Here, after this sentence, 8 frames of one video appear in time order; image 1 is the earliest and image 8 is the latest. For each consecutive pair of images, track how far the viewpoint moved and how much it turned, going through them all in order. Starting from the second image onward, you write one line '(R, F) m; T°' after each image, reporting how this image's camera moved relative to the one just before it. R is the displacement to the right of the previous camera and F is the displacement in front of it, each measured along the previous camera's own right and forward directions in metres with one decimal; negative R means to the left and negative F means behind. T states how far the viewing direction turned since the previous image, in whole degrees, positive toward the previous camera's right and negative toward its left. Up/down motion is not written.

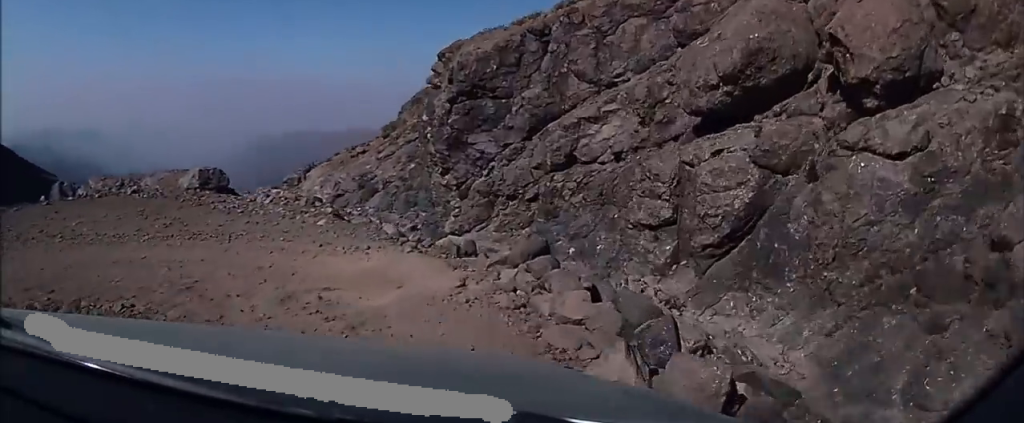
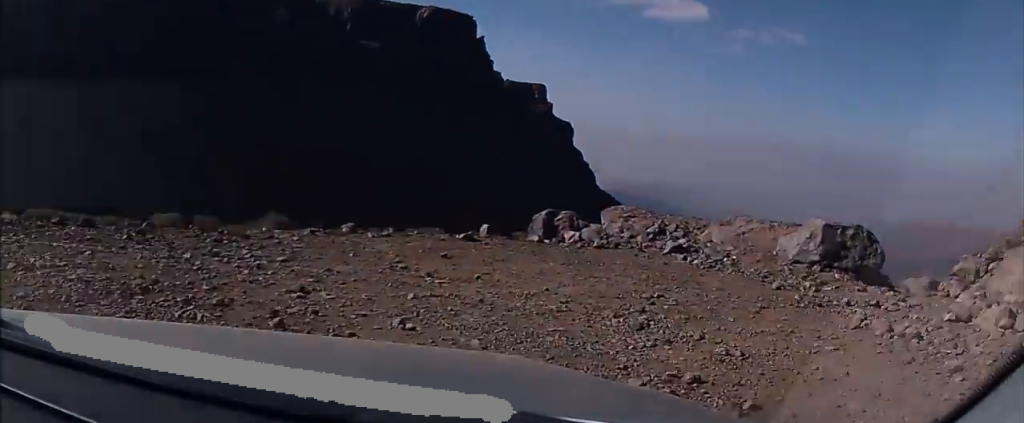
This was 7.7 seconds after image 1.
(-3.3, +9.0) m; -74°
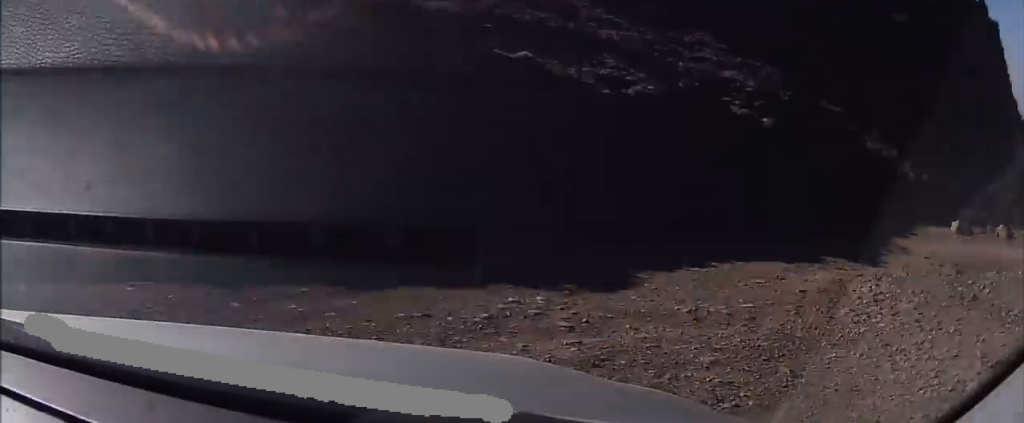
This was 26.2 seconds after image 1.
(-11.7, +41.5) m; +45°
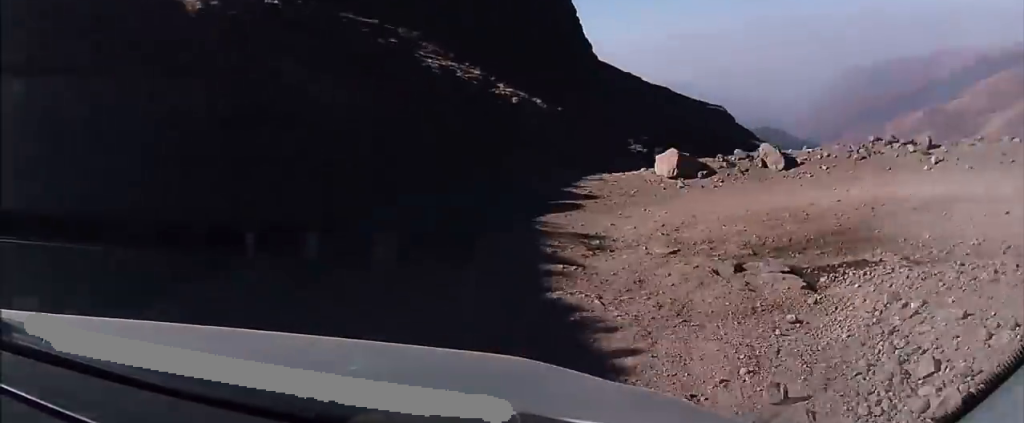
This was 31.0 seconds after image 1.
(+2.2, +9.9) m; +37°
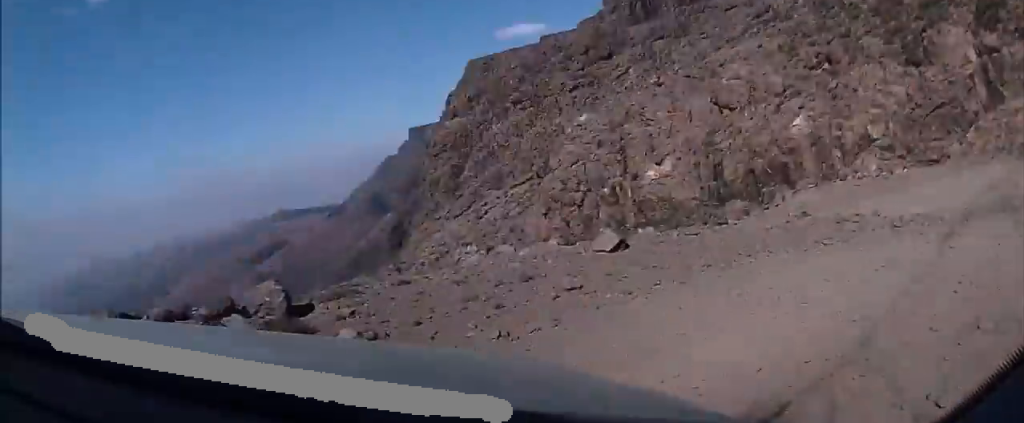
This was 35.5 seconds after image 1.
(+6.0, +3.6) m; +26°
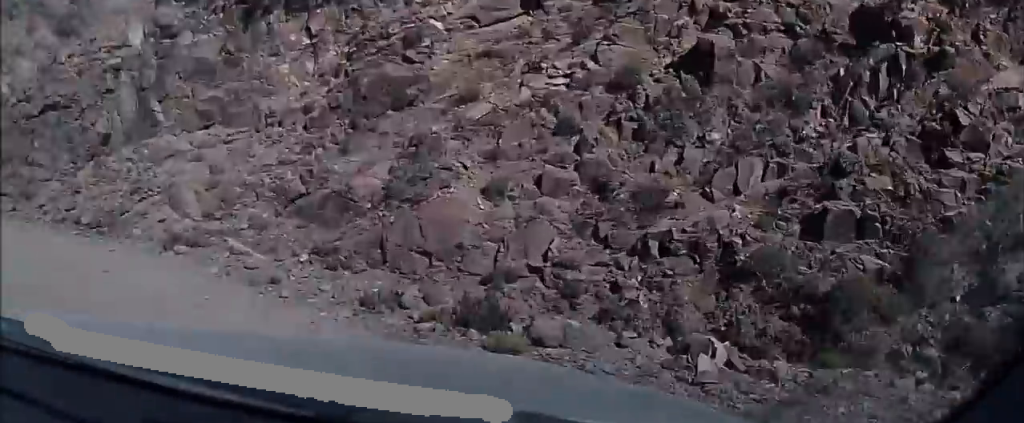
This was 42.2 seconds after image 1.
(+1.7, +14.2) m; -17°
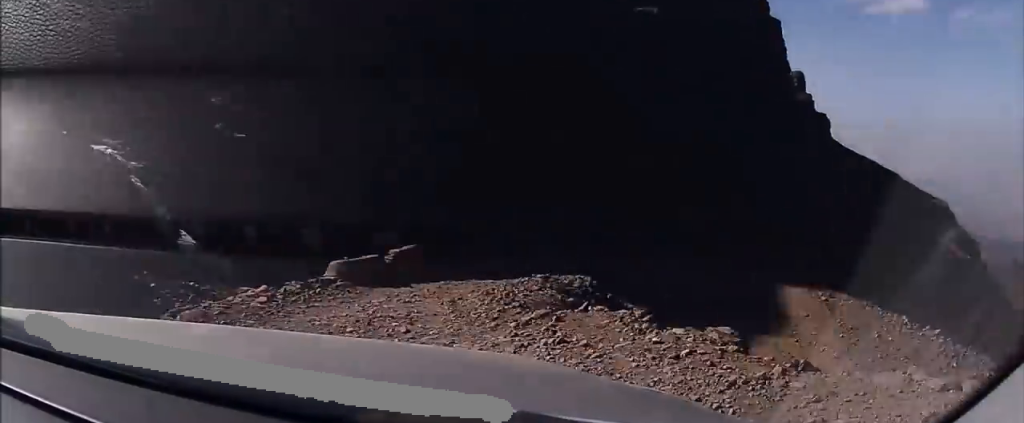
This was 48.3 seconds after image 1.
(-4.0, +13.1) m; -26°
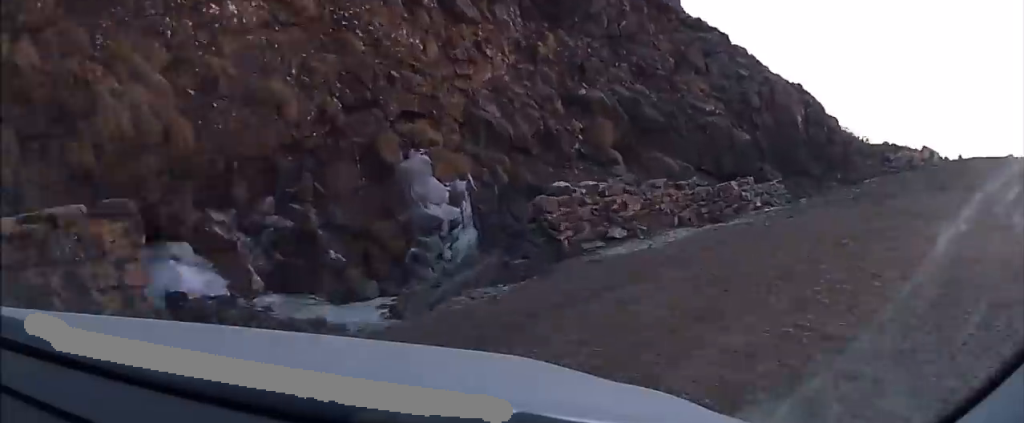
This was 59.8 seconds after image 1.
(-3.4, +30.5) m; +57°
